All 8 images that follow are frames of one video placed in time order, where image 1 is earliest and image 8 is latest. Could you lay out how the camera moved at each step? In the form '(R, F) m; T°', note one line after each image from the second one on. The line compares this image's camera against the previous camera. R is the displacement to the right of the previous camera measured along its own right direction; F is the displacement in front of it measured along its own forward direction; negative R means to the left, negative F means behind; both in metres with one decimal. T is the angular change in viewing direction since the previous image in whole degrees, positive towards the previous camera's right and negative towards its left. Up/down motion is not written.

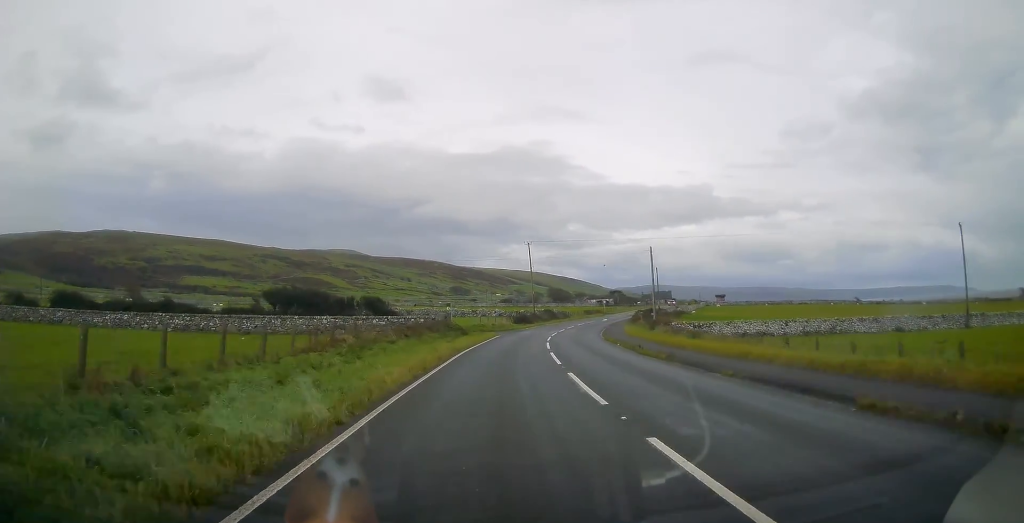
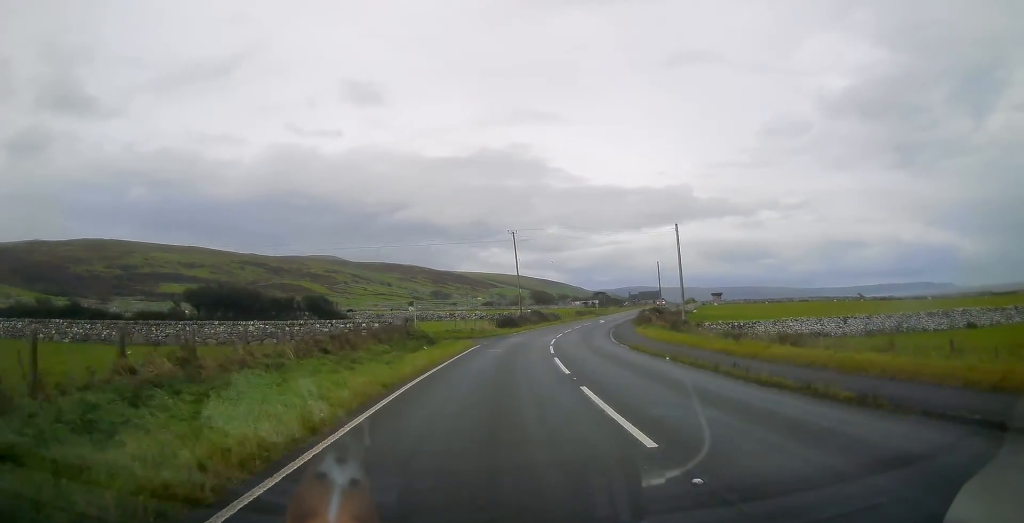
(+0.2, +12.3) m; +2°
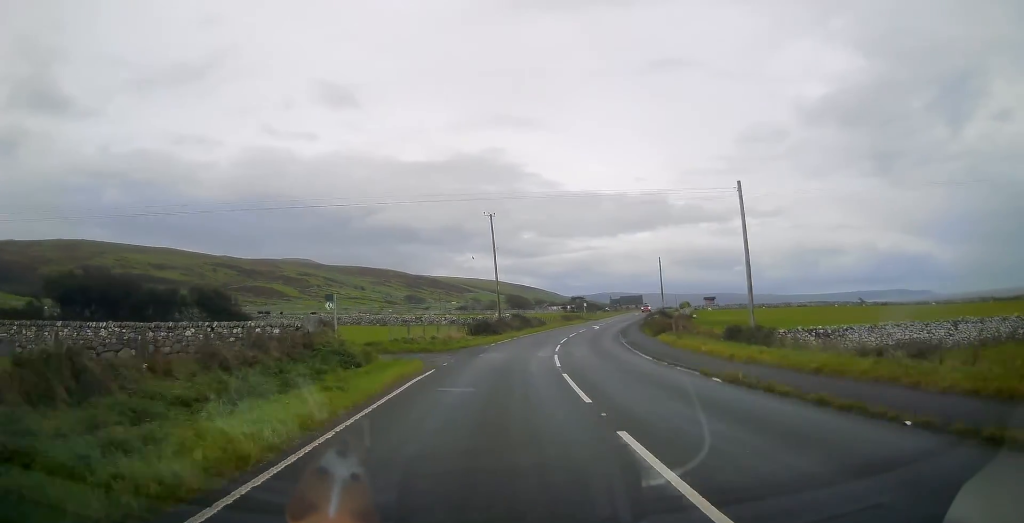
(0.0, +13.7) m; +3°
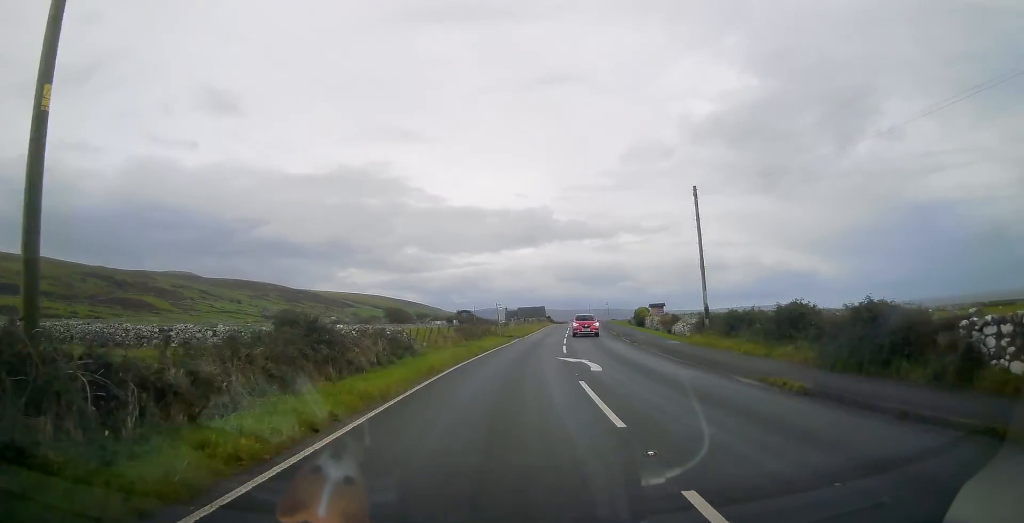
(+4.0, +46.5) m; +10°
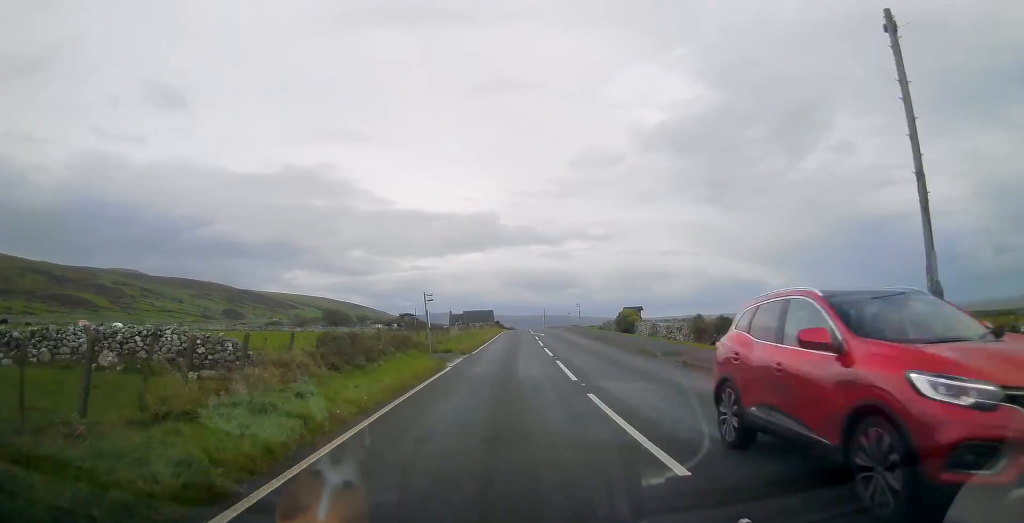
(+1.0, +20.8) m; +4°
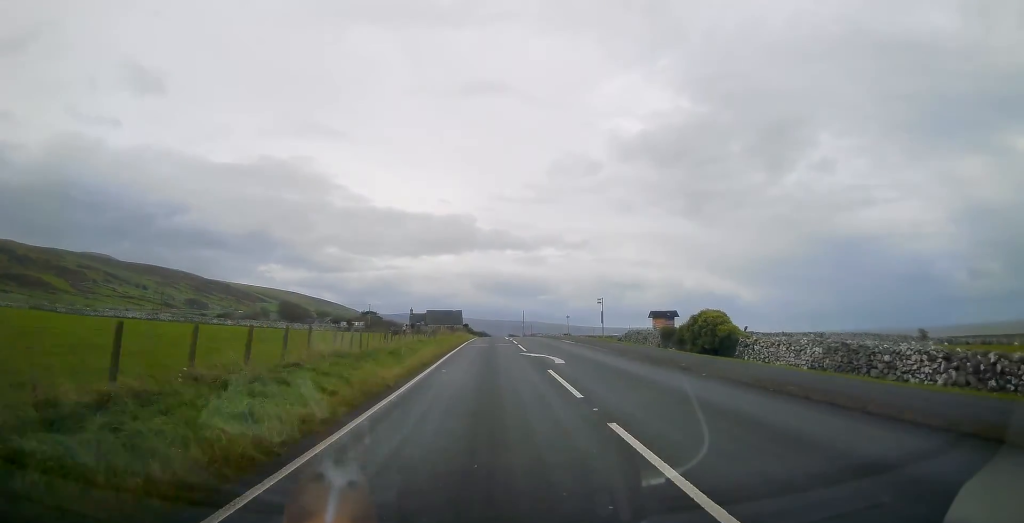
(+1.0, +30.7) m; +3°
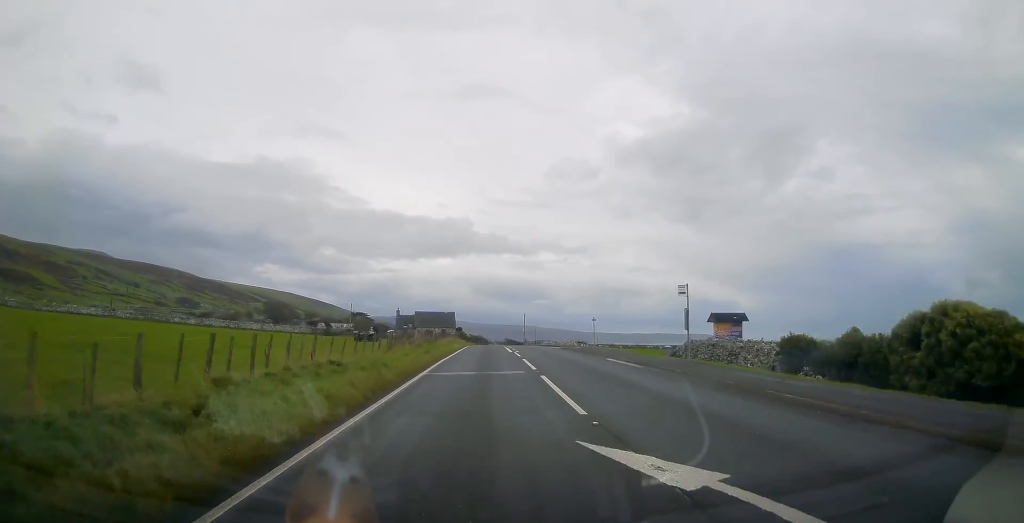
(+0.2, +18.5) m; +1°
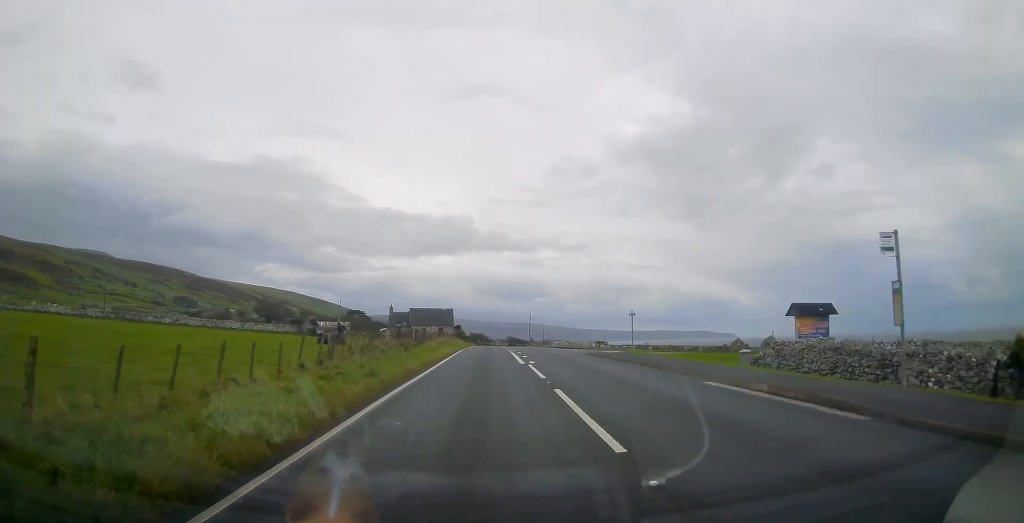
(+0.1, +12.5) m; 0°
